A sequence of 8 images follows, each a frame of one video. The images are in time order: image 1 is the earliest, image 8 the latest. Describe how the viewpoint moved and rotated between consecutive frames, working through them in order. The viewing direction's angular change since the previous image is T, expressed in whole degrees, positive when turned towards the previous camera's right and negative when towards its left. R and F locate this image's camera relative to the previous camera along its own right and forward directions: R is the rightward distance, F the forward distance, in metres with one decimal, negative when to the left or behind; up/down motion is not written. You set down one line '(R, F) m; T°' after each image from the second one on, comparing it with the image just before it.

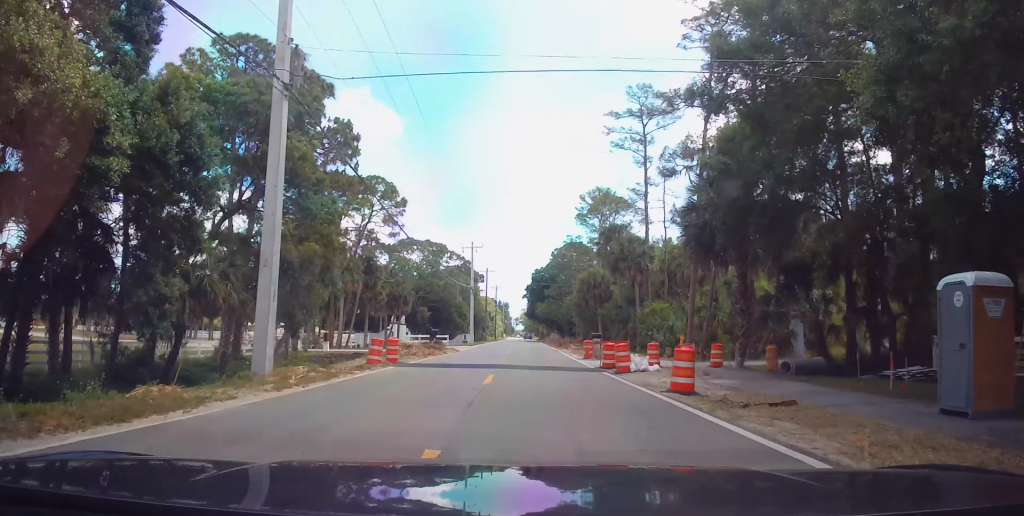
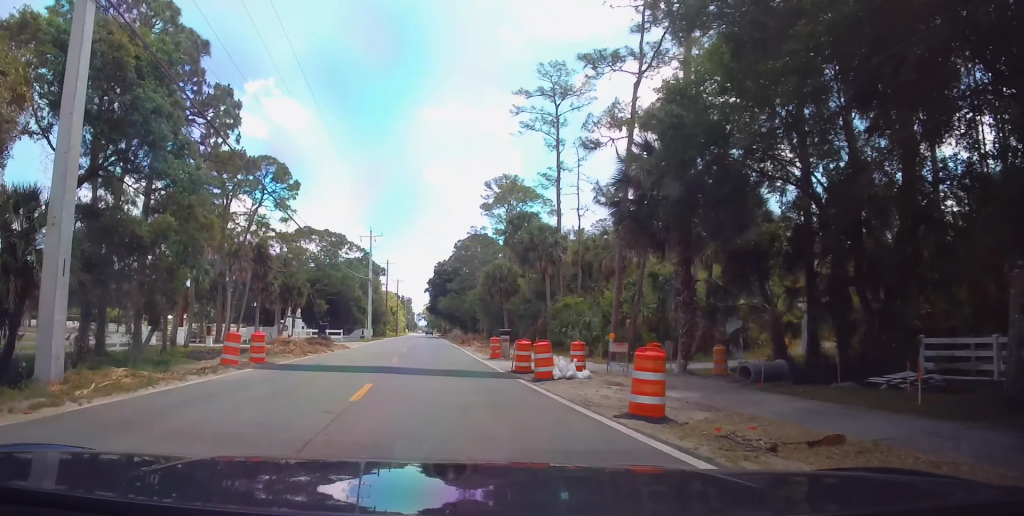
(+0.3, +4.4) m; +6°
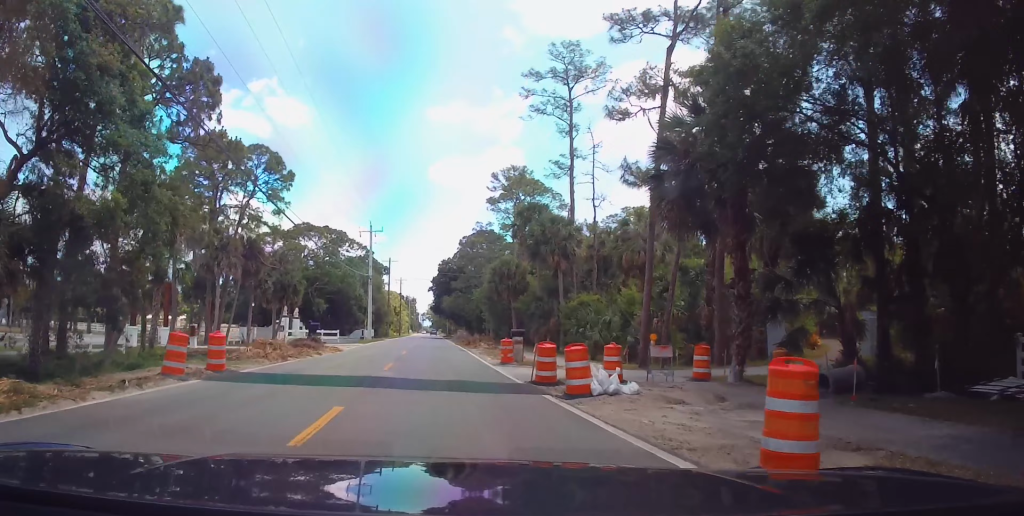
(-0.1, +3.6) m; +3°
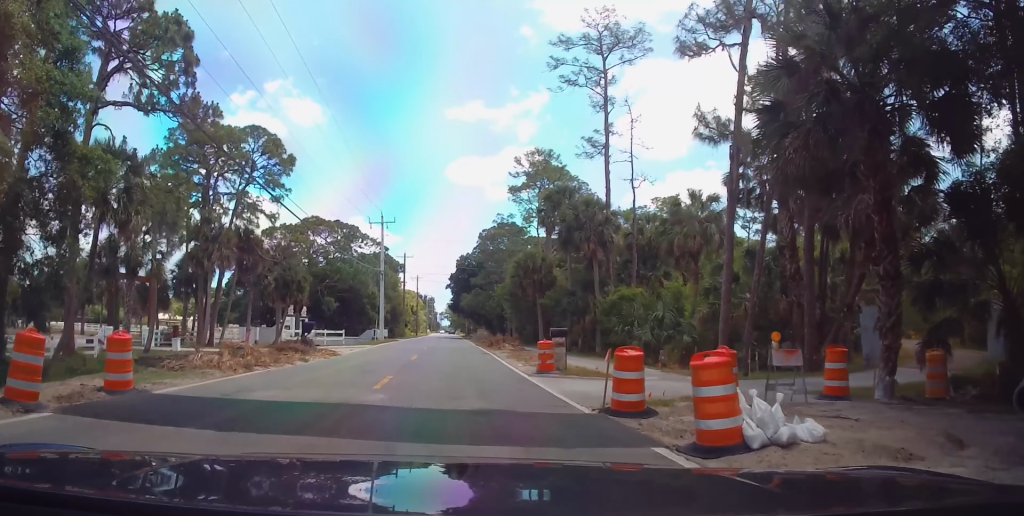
(+0.4, +5.7) m; 0°
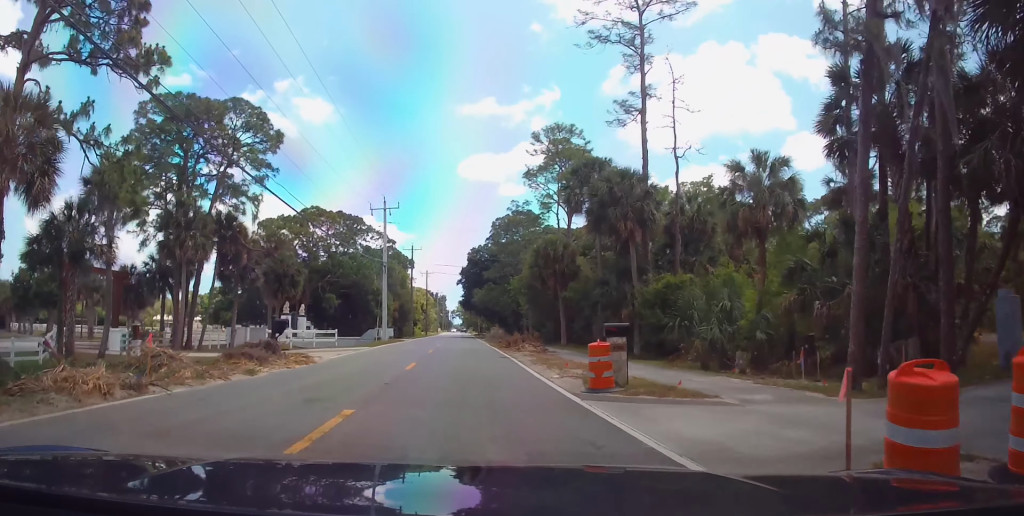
(-0.2, +6.3) m; -2°
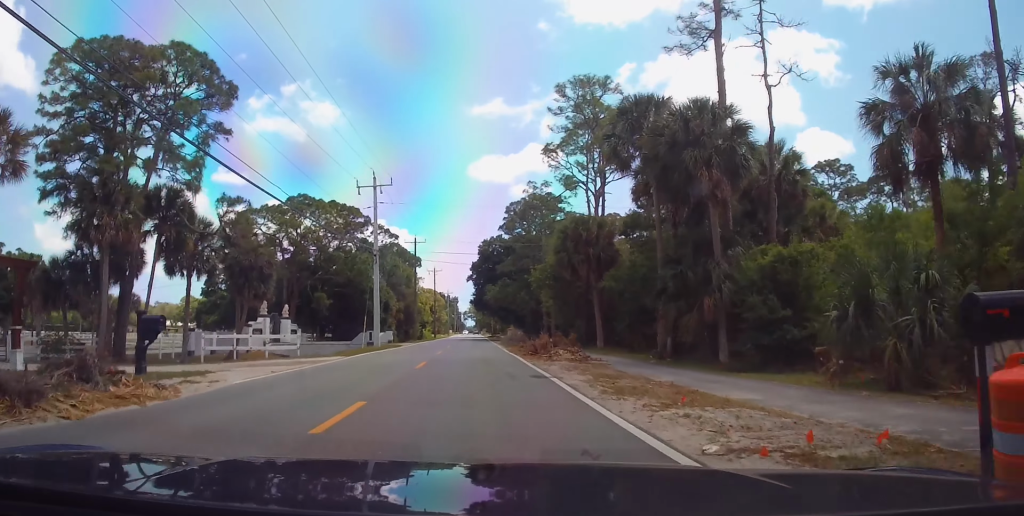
(-0.3, +10.5) m; -2°
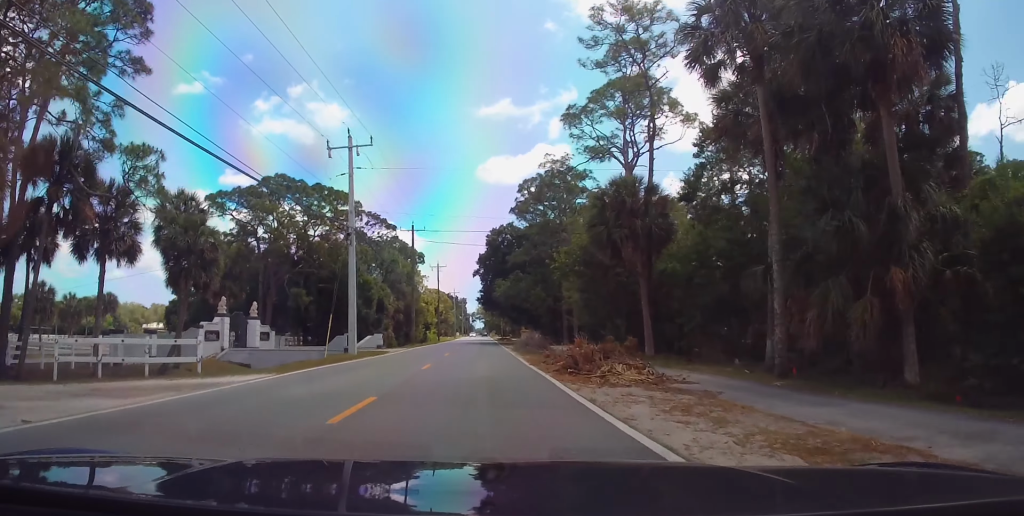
(0.0, +10.7) m; 0°
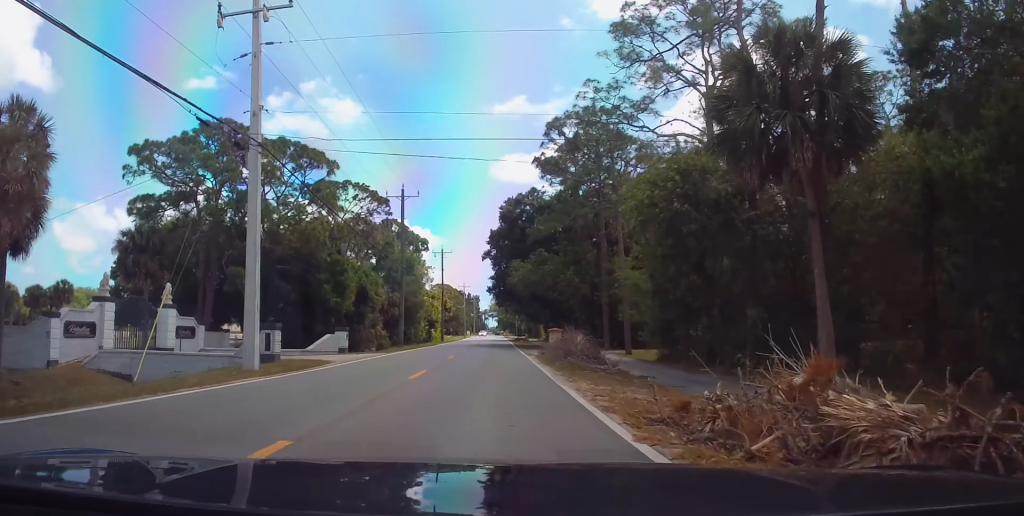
(0.0, +16.4) m; 0°
